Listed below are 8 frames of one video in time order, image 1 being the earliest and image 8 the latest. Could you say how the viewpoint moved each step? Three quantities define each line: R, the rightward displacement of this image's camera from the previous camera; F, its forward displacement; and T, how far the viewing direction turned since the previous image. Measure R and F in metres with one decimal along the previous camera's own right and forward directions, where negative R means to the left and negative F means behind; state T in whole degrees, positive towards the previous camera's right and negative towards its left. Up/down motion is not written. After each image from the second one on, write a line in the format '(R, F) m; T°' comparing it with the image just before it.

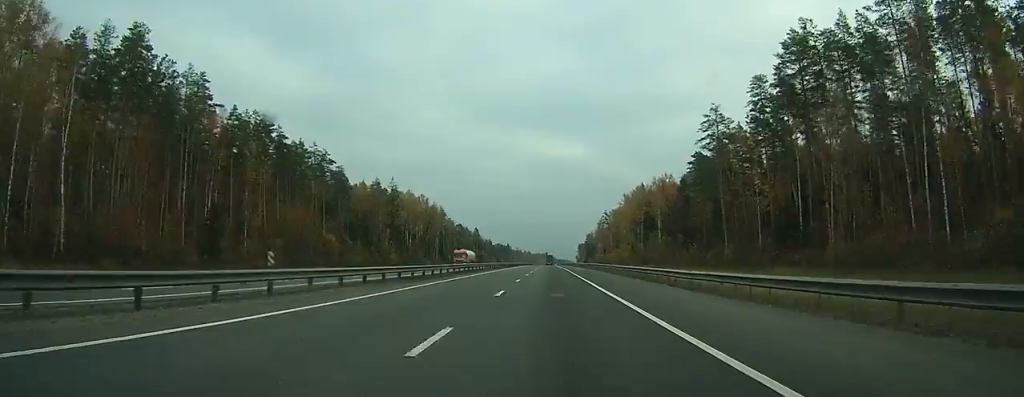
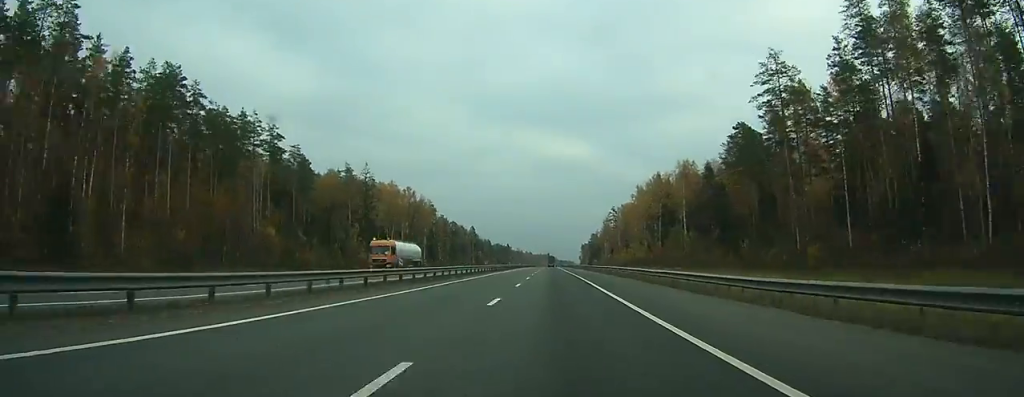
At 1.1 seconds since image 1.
(0.0, +29.0) m; 0°
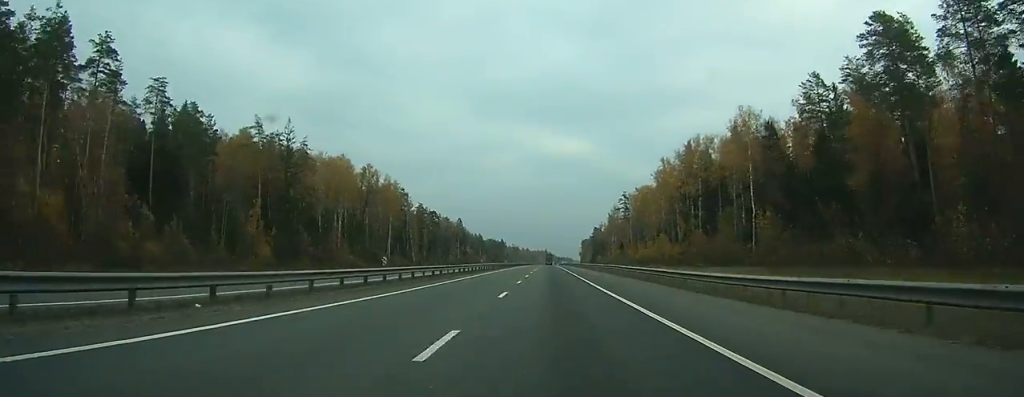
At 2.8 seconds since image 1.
(0.0, +46.2) m; 0°
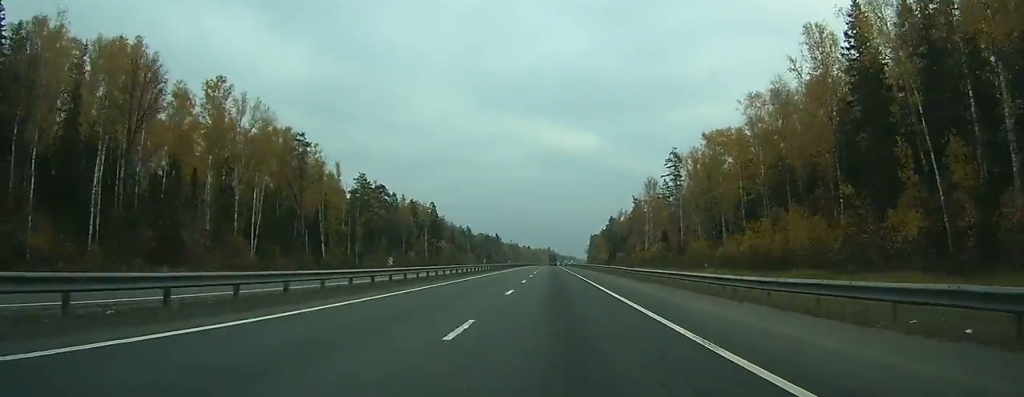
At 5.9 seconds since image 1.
(+0.1, +77.1) m; 0°
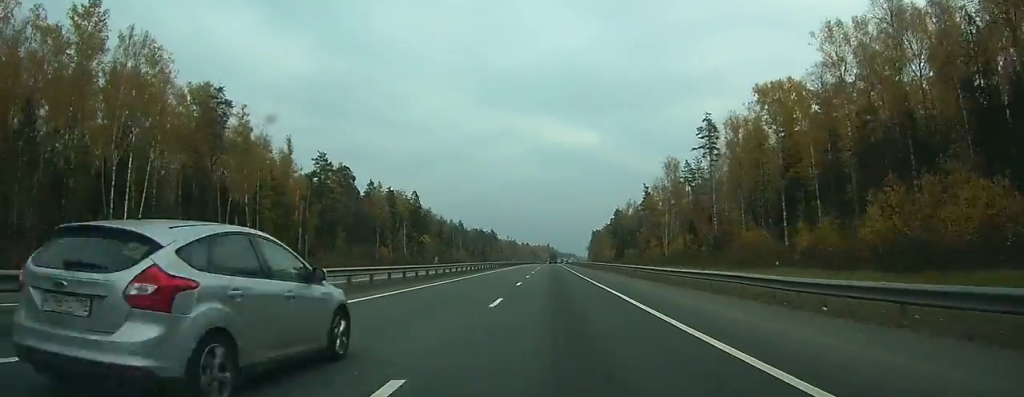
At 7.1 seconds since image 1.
(0.0, +27.7) m; 0°
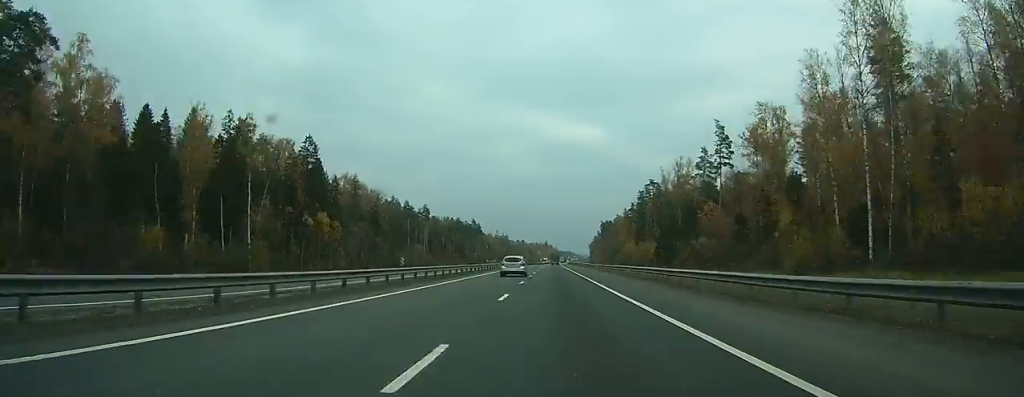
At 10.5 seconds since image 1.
(-0.8, +89.1) m; -1°
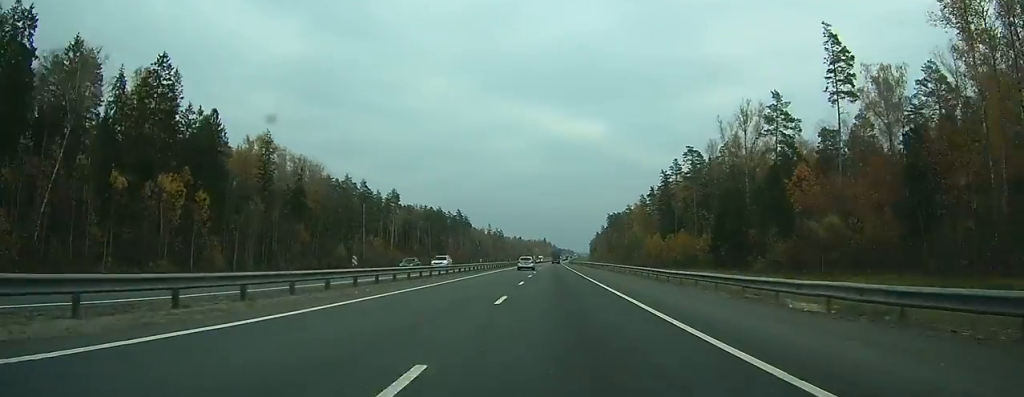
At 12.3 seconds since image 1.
(+0.1, +49.1) m; +1°
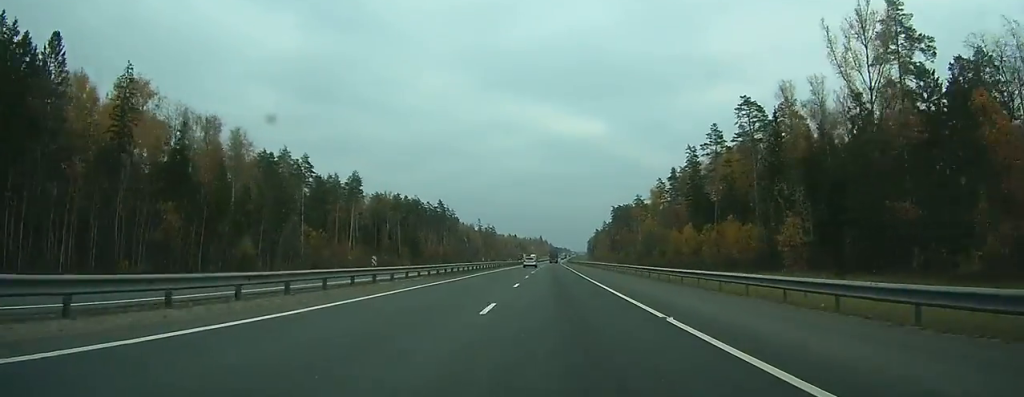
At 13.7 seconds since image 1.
(+0.3, +39.1) m; 0°
